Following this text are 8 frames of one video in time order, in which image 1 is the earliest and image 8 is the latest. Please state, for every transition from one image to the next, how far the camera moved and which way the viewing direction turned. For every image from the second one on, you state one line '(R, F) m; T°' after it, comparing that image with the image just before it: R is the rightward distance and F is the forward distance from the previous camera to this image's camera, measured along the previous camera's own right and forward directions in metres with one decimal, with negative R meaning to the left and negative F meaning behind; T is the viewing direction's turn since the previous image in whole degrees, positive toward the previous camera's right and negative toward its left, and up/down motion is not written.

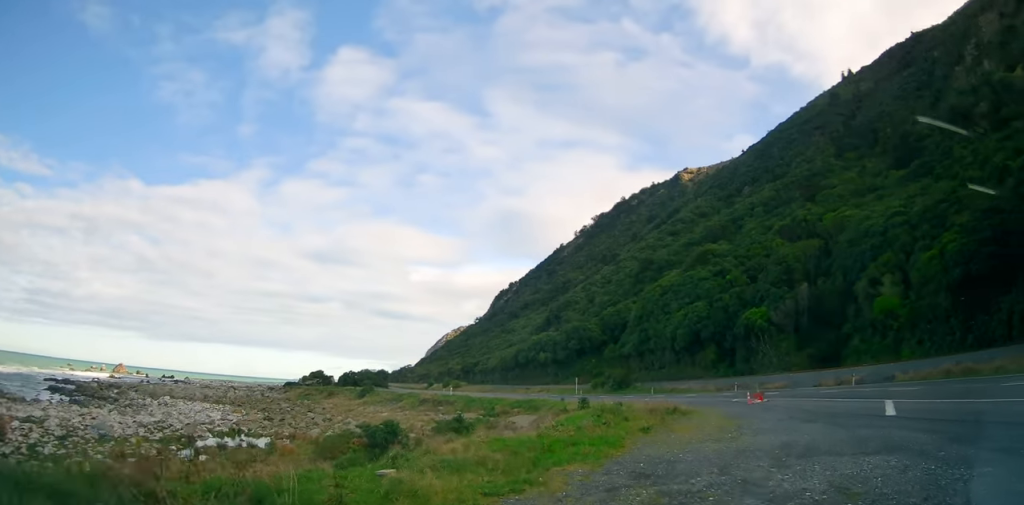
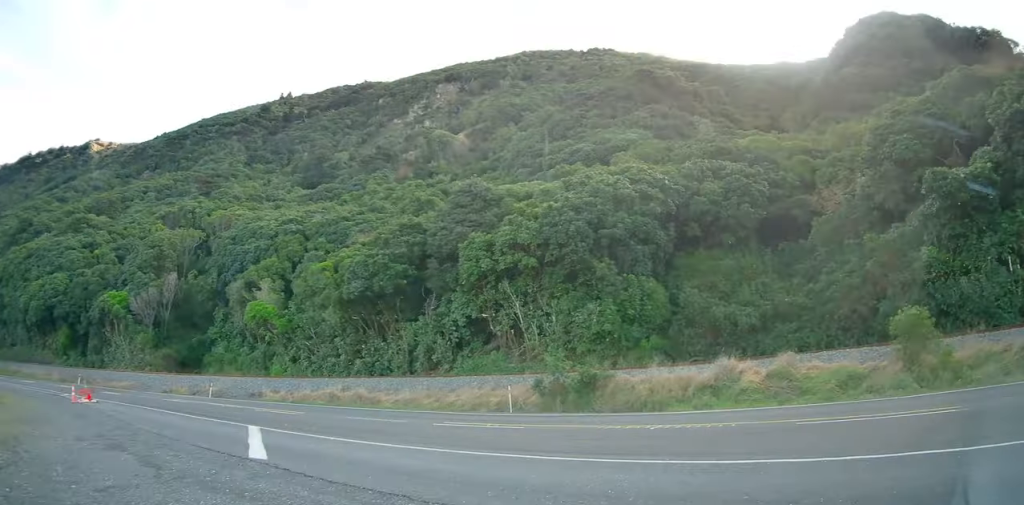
(+3.2, +7.3) m; +44°
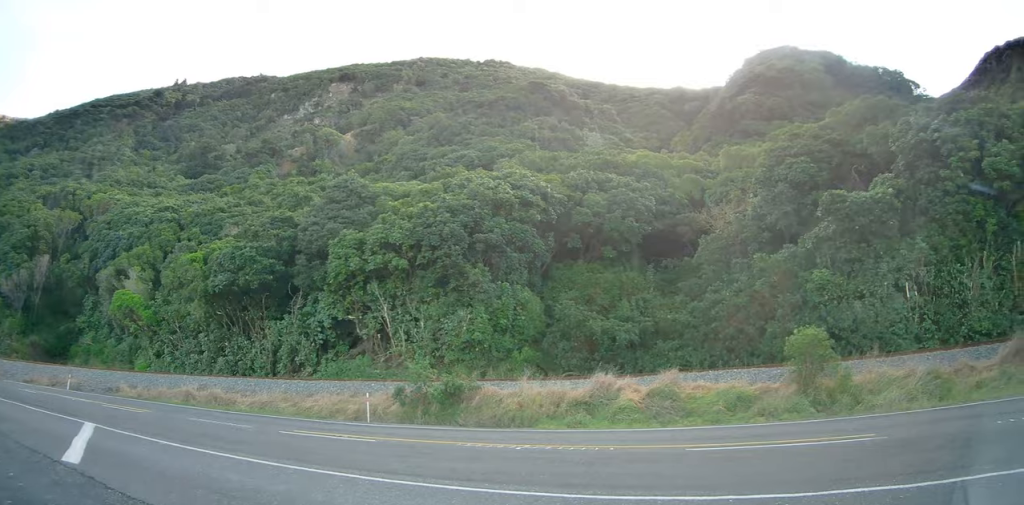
(+0.1, +3.1) m; +22°
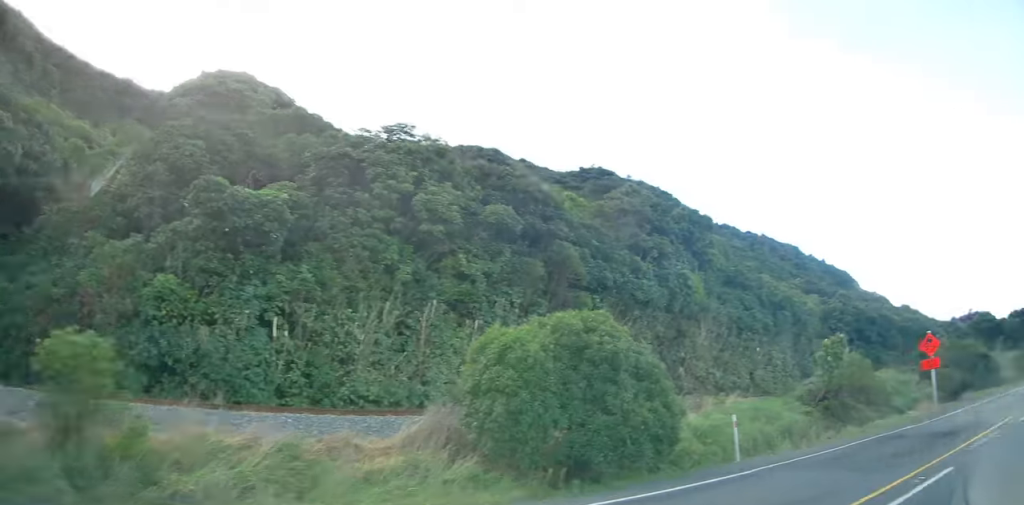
(+4.9, +6.7) m; +75°
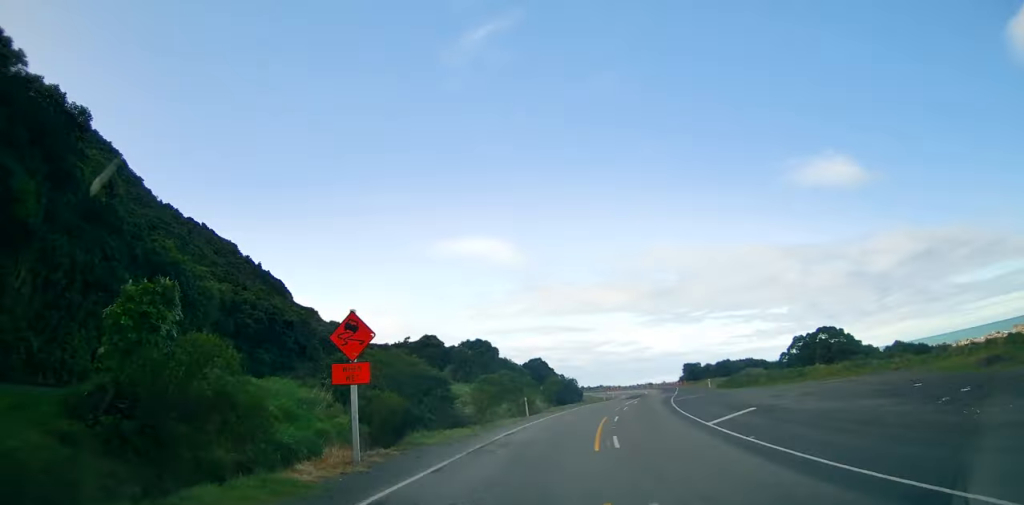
(+4.6, +13.9) m; +28°
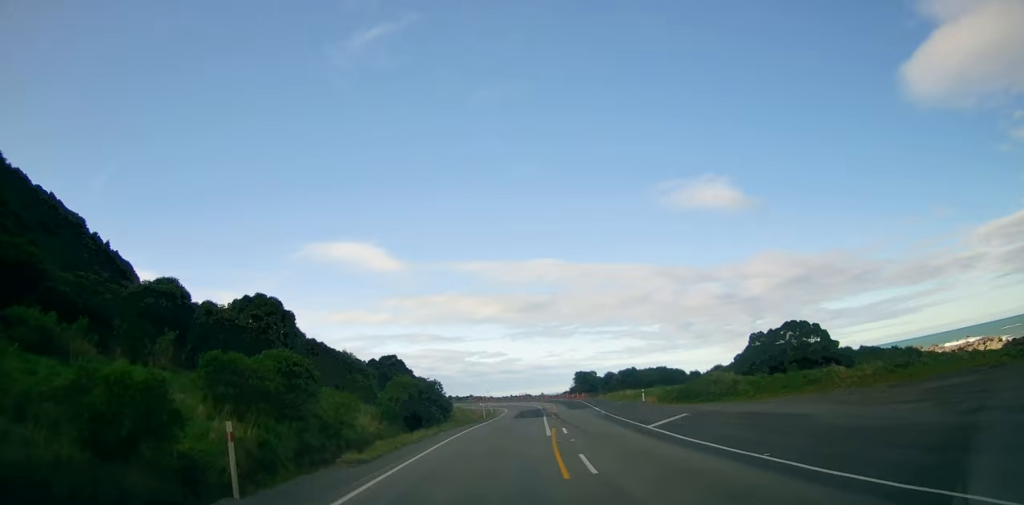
(+2.7, +24.7) m; +10°
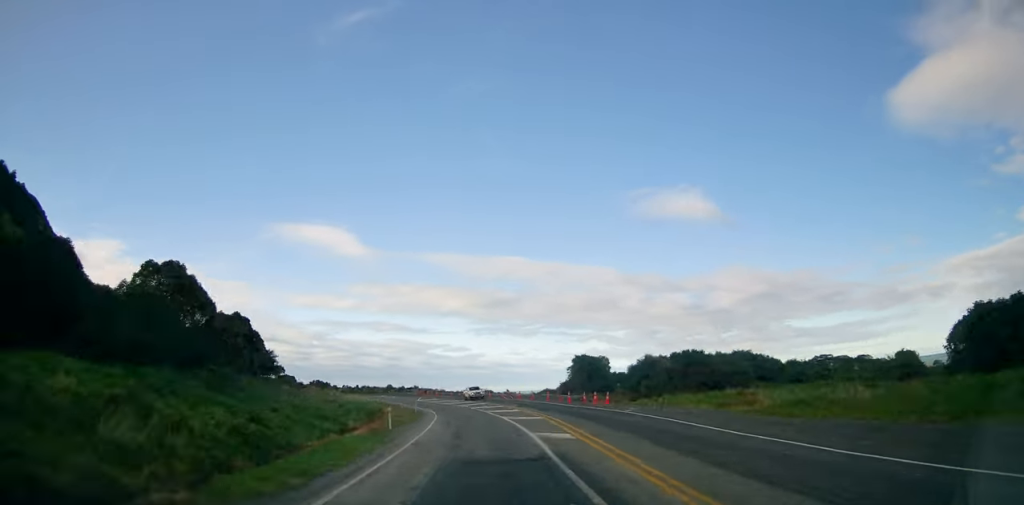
(+1.5, +45.2) m; -1°
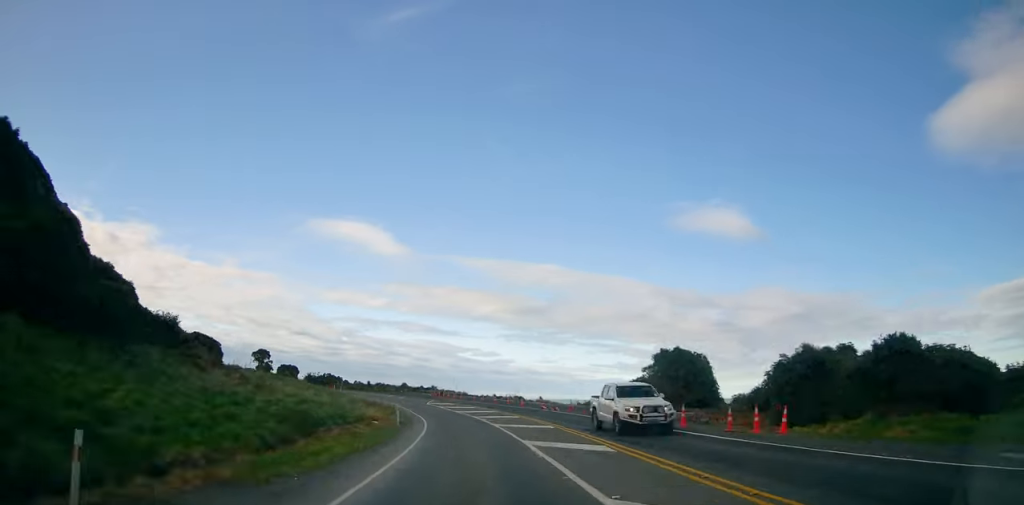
(-0.2, +22.2) m; -3°
